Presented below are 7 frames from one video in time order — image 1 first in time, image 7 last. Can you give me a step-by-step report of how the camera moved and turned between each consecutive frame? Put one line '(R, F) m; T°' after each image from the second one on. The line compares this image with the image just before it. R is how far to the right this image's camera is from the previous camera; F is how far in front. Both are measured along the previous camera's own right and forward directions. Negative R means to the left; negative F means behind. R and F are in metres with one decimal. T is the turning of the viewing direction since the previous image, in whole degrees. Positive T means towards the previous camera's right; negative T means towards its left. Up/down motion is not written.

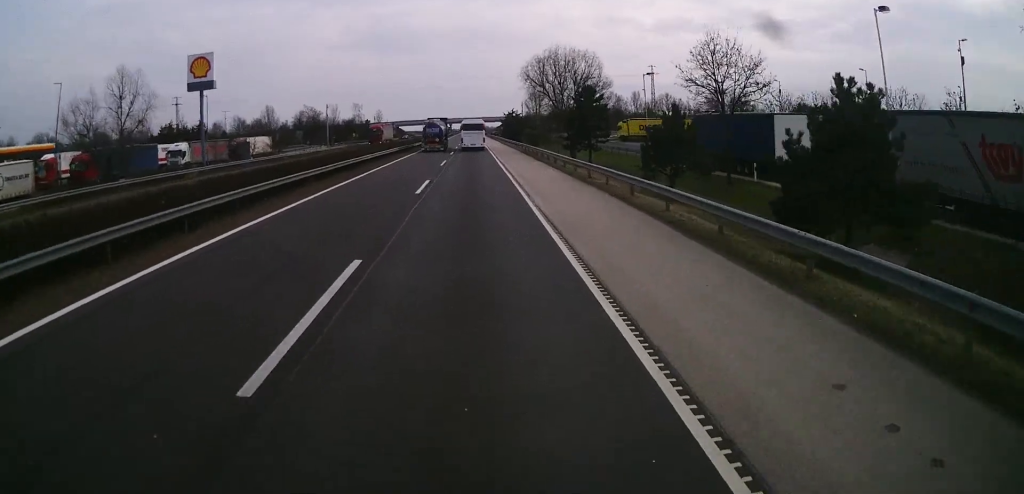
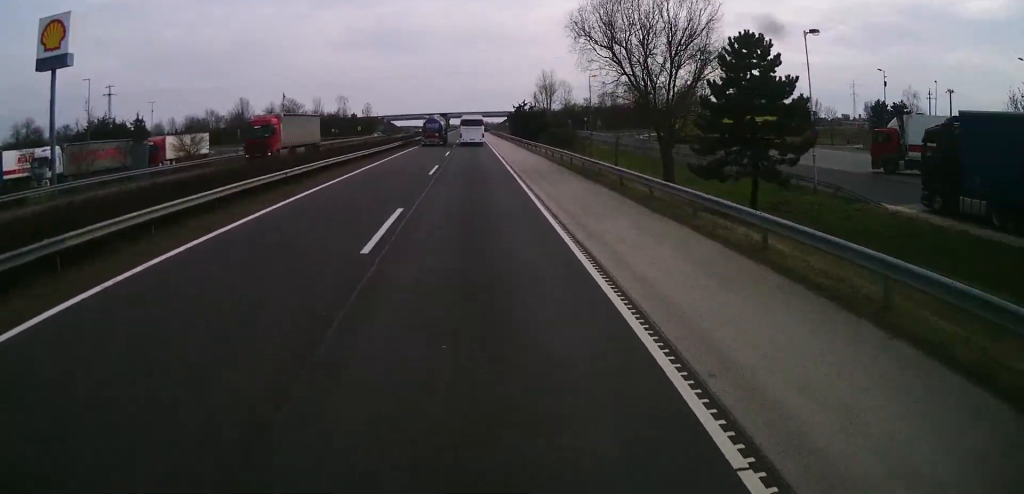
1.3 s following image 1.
(+0.2, +30.1) m; 0°
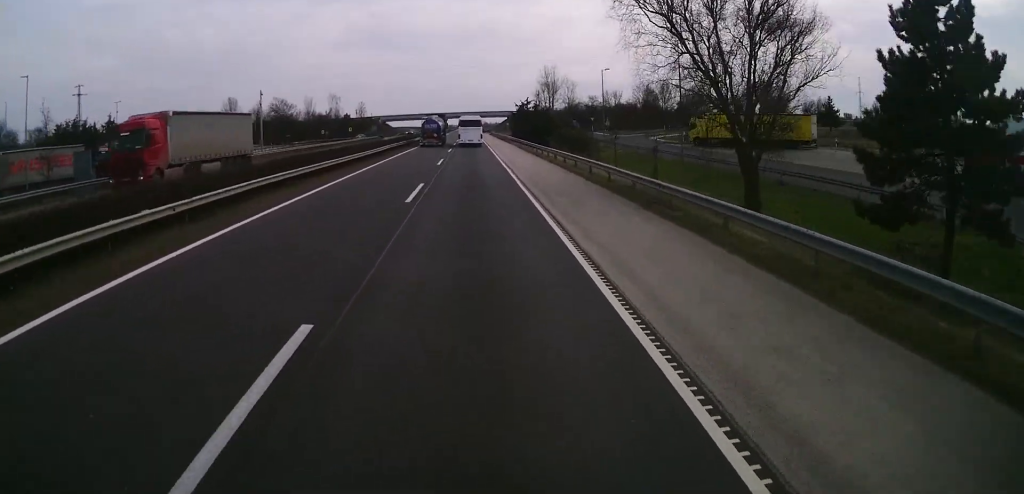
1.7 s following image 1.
(-0.1, +10.0) m; 0°
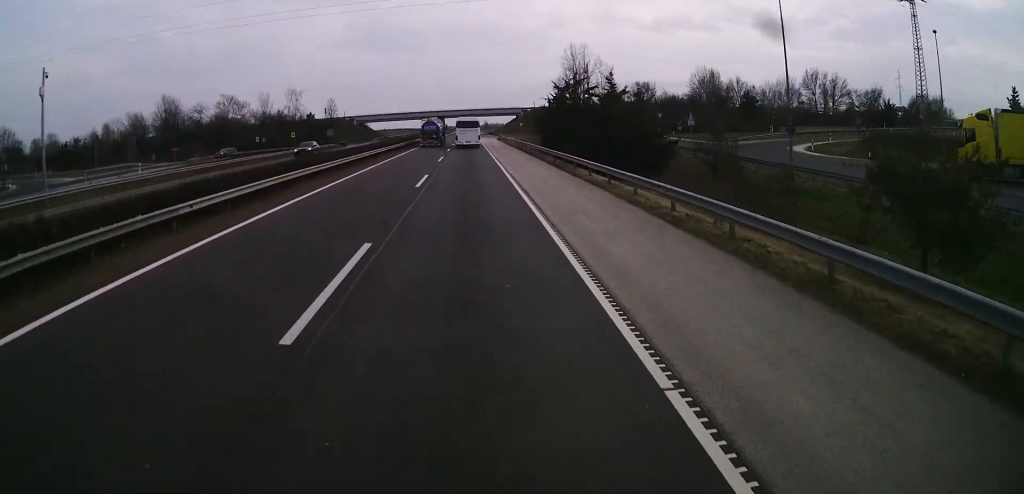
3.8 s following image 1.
(-0.3, +48.5) m; 0°
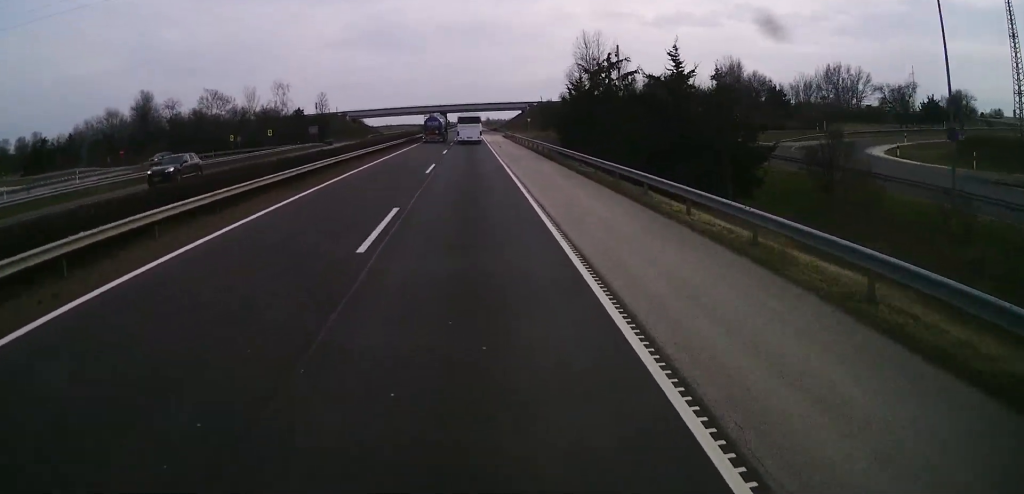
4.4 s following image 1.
(0.0, +13.1) m; 0°
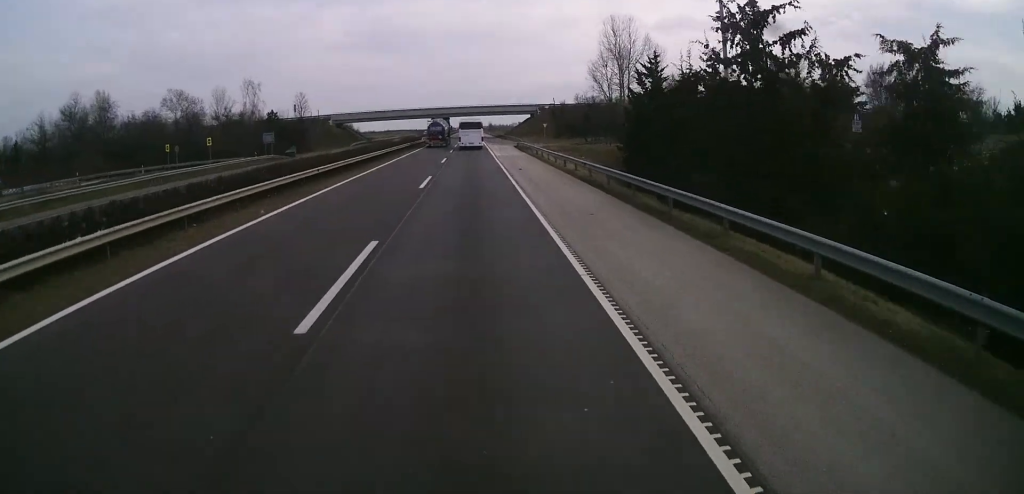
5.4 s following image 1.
(+0.1, +22.3) m; 0°
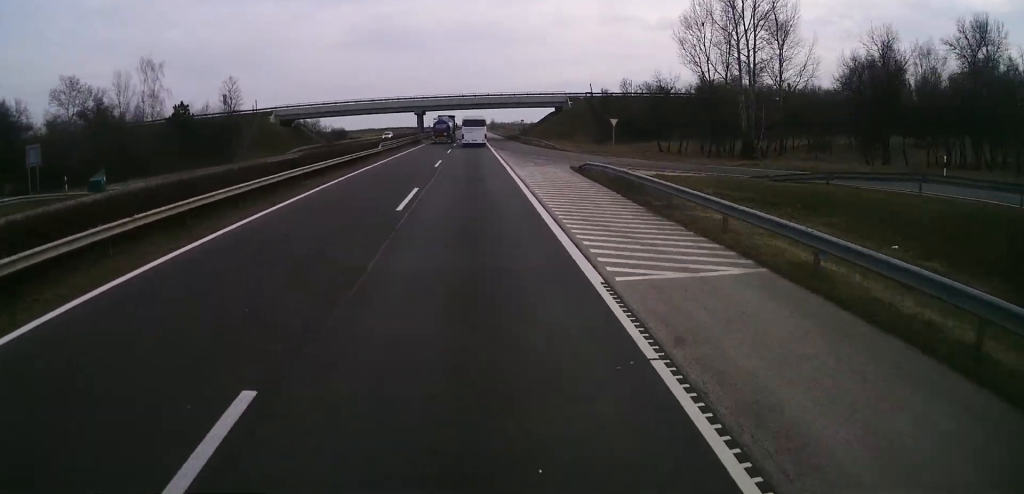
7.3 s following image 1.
(+0.1, +44.0) m; +1°
